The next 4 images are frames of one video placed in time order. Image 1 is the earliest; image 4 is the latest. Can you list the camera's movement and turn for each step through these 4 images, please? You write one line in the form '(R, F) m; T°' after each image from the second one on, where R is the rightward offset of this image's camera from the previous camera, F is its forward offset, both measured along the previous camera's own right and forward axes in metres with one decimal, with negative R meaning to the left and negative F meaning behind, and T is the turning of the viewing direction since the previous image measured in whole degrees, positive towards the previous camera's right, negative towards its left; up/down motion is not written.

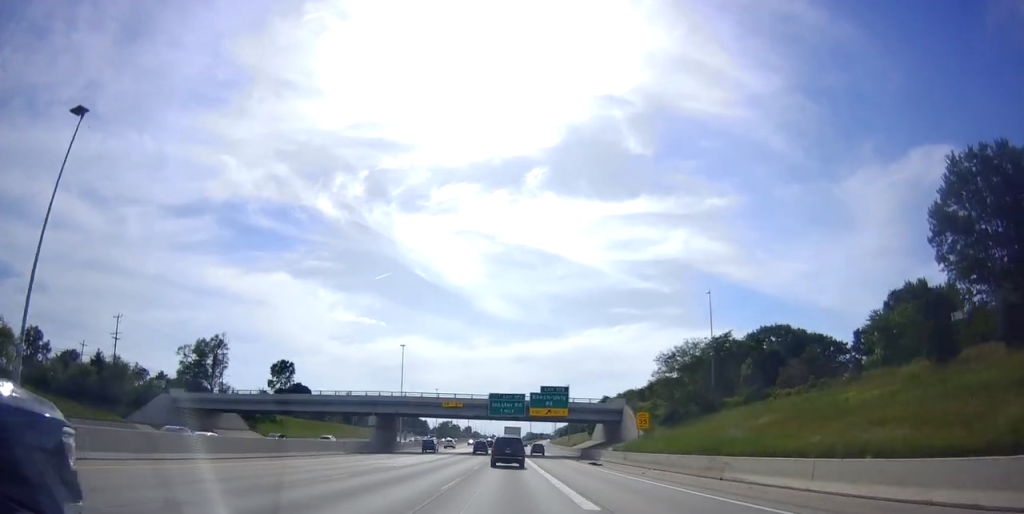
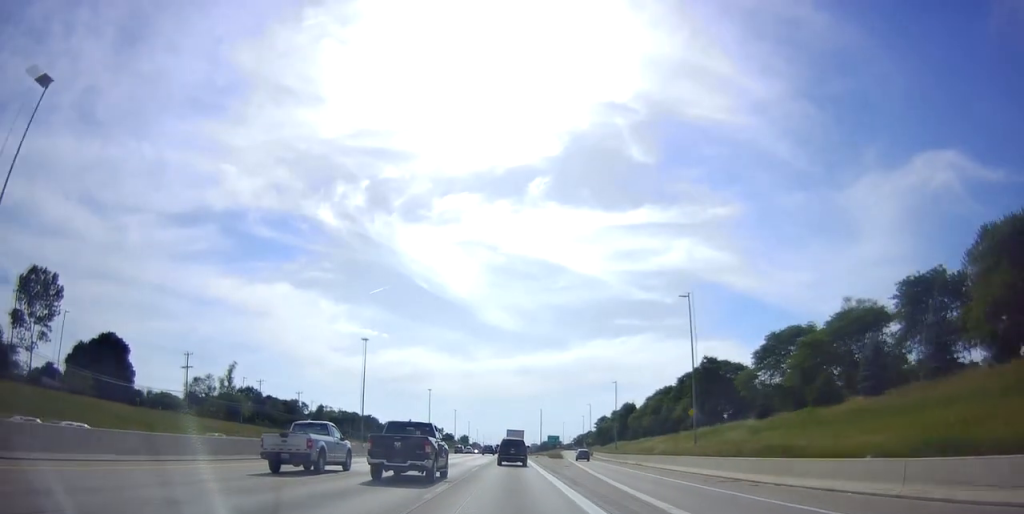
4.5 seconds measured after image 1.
(-0.3, +123.0) m; 0°
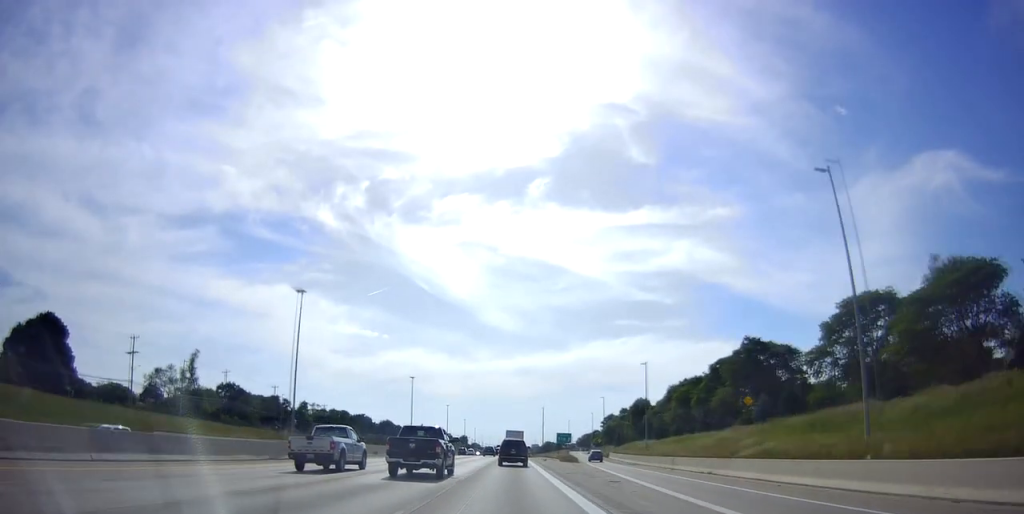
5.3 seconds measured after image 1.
(-0.1, +22.0) m; 0°
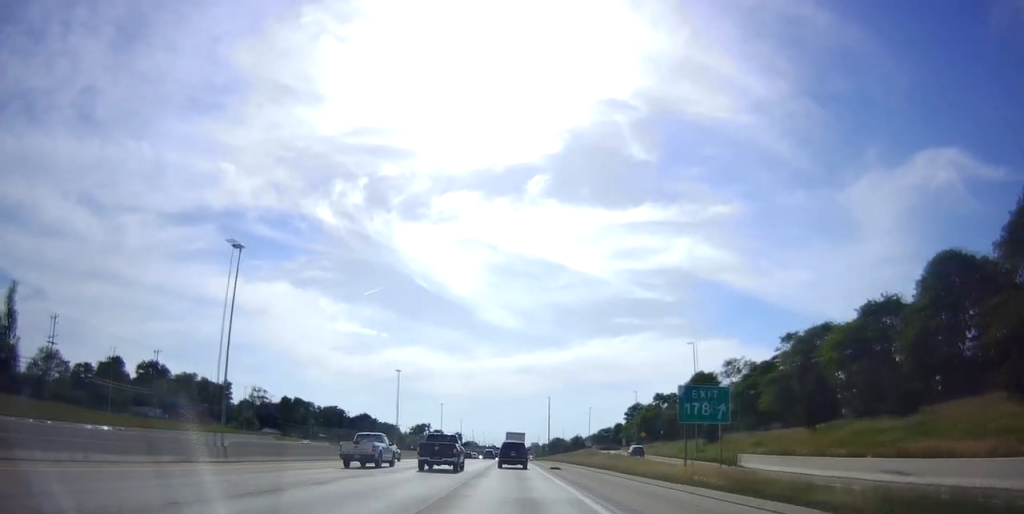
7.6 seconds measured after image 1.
(-0.2, +67.0) m; -1°
